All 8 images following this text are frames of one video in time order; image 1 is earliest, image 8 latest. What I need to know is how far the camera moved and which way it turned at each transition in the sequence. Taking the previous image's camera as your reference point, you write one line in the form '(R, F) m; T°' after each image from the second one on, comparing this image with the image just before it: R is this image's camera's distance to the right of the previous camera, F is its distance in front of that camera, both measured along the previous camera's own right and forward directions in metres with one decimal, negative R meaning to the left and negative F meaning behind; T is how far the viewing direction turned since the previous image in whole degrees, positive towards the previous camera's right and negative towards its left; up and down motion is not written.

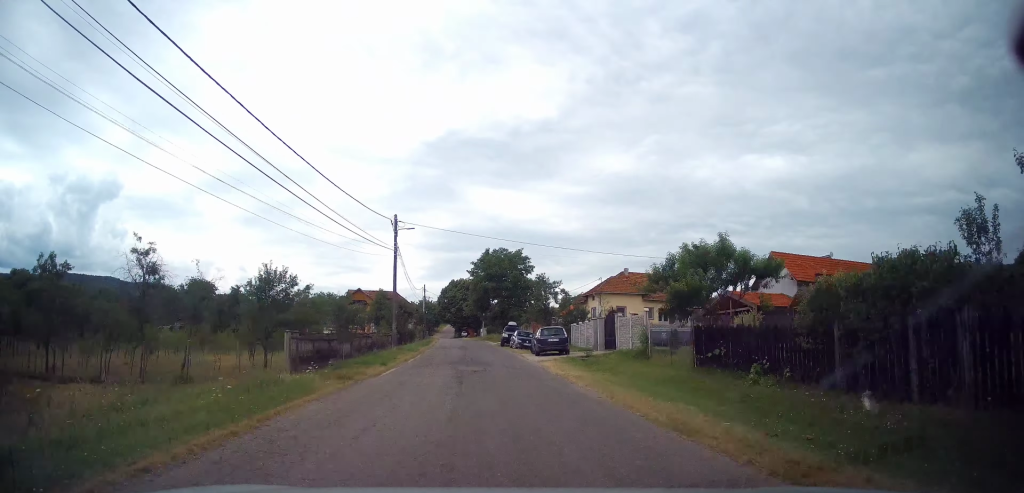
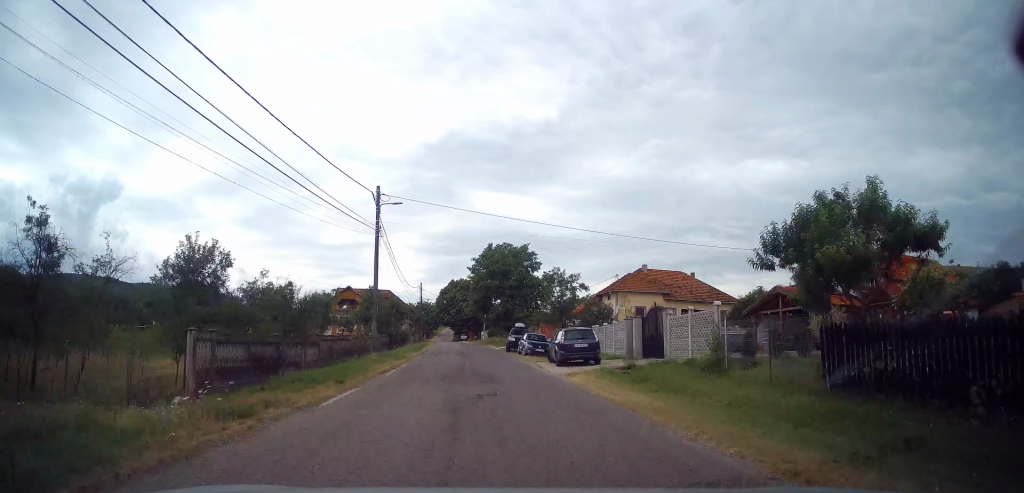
(+0.3, +6.4) m; -1°
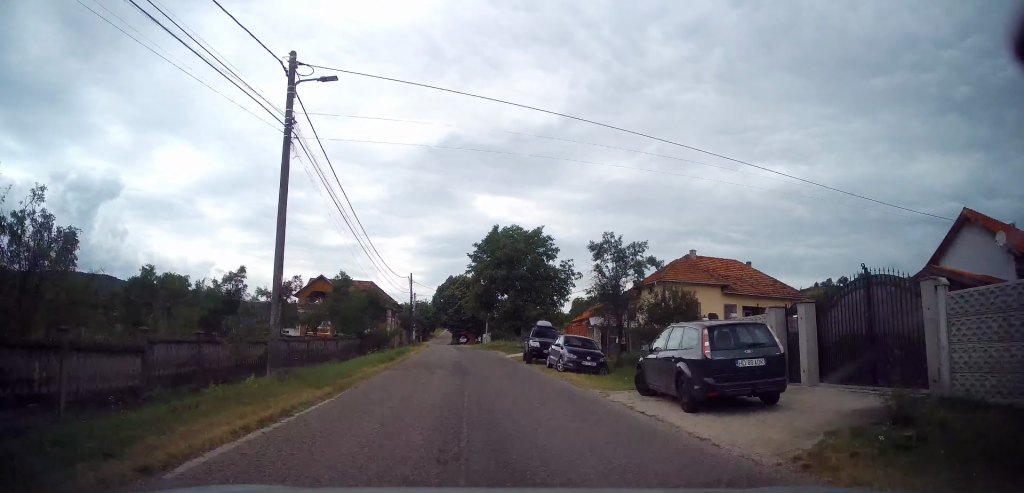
(-0.5, +12.4) m; -1°
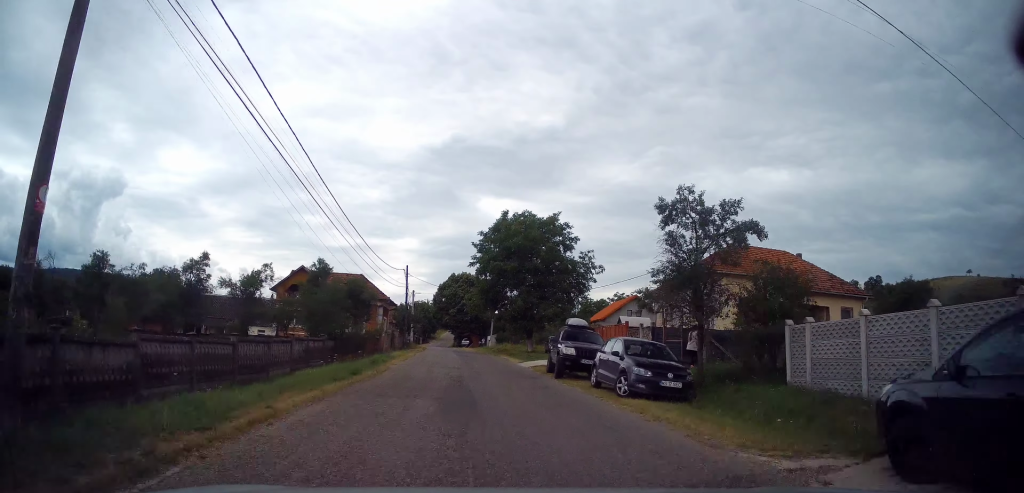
(0.0, +7.4) m; 0°
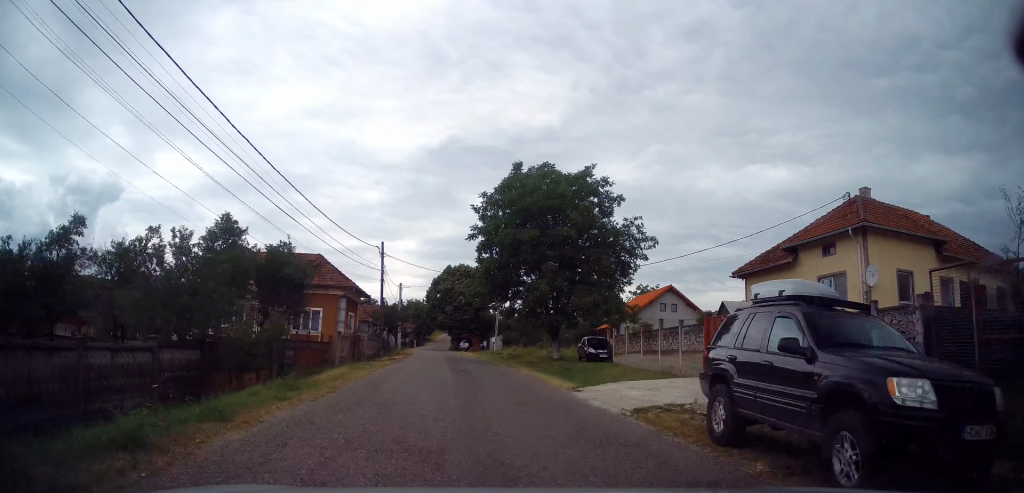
(+0.4, +13.9) m; +1°
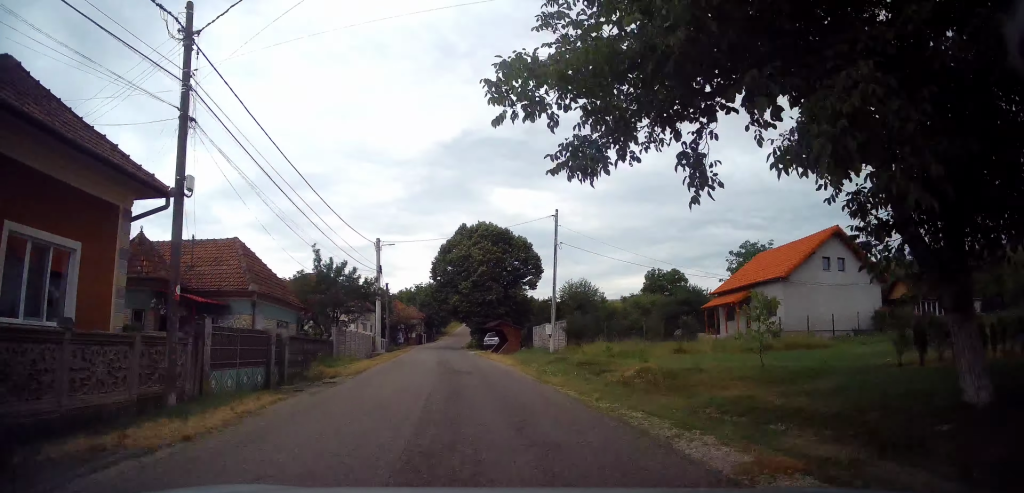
(-1.1, +28.3) m; -3°
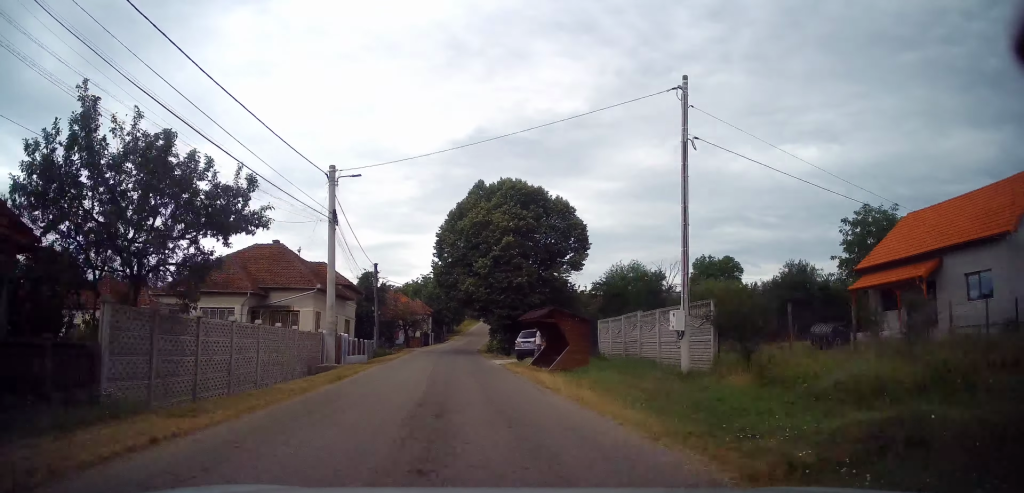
(+0.1, +17.0) m; 0°
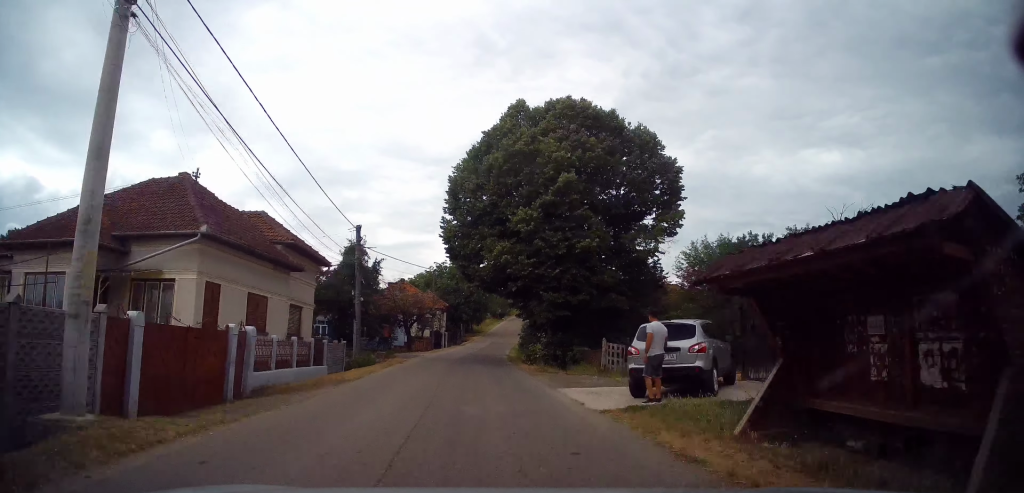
(-0.3, +15.8) m; -2°
